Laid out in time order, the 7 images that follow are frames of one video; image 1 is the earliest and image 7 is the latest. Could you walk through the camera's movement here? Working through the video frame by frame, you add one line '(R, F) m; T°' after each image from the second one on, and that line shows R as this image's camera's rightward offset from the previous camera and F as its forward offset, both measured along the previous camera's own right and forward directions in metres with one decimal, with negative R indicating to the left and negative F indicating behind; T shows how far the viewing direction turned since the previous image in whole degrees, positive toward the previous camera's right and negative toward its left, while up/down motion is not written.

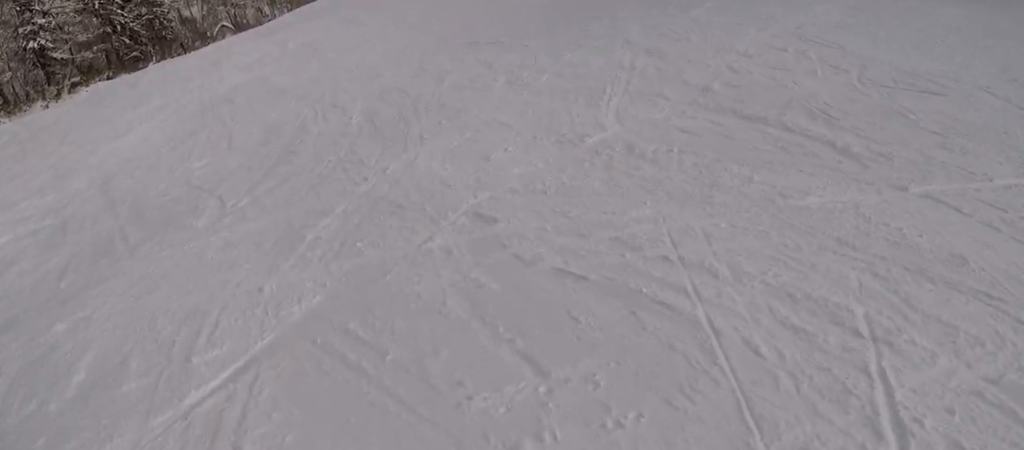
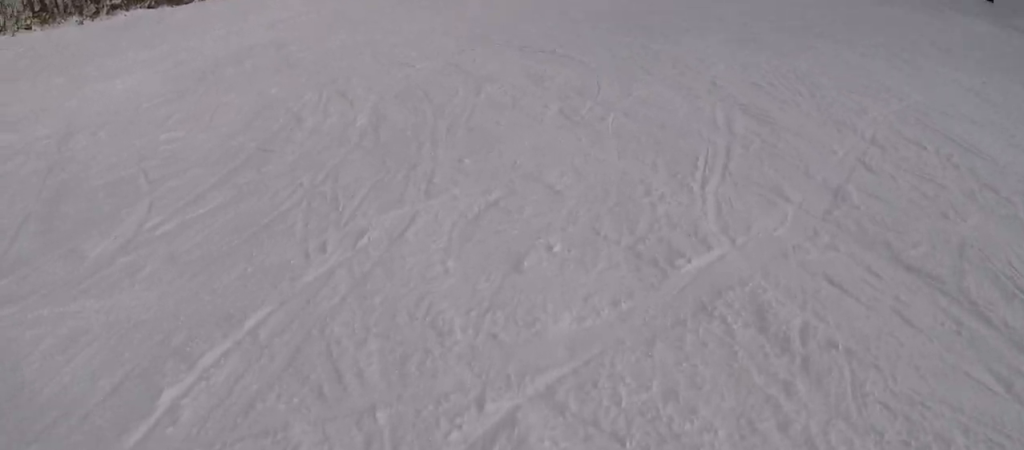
(-0.2, +3.8) m; +1°
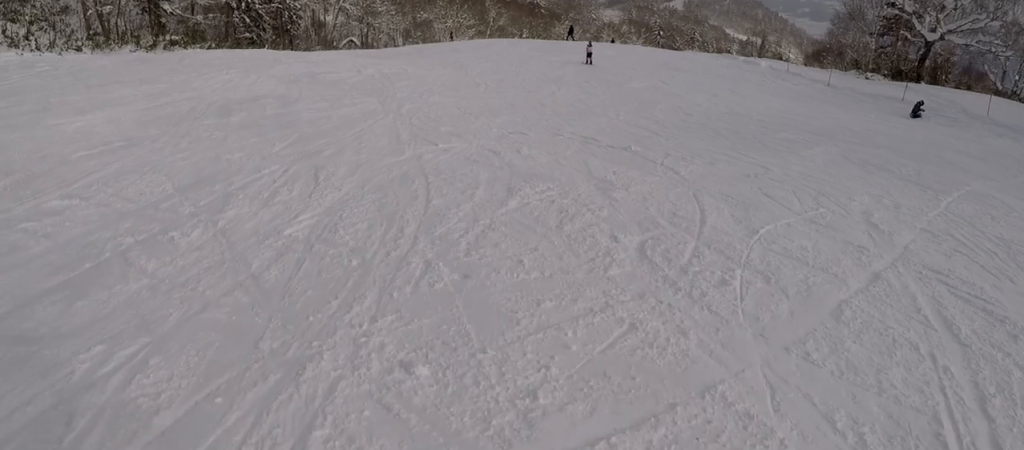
(-0.3, +4.4) m; 0°
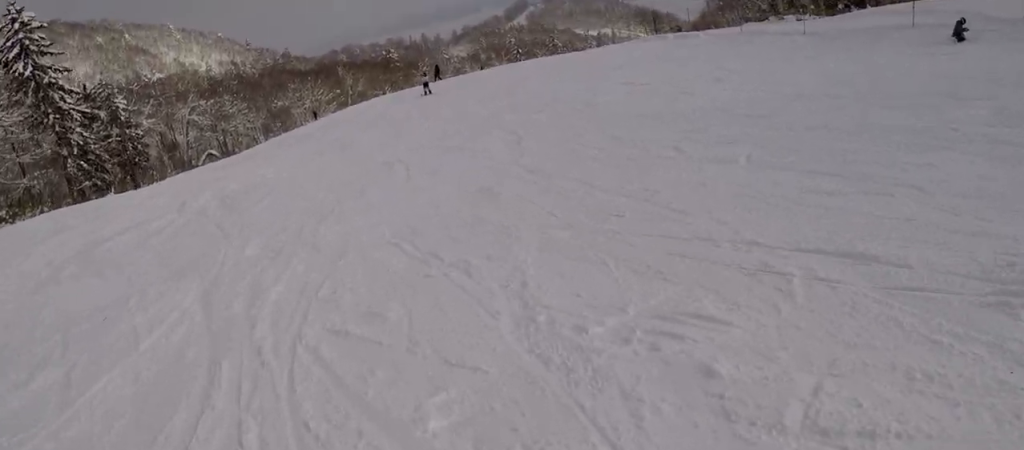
(0.0, +10.3) m; +5°
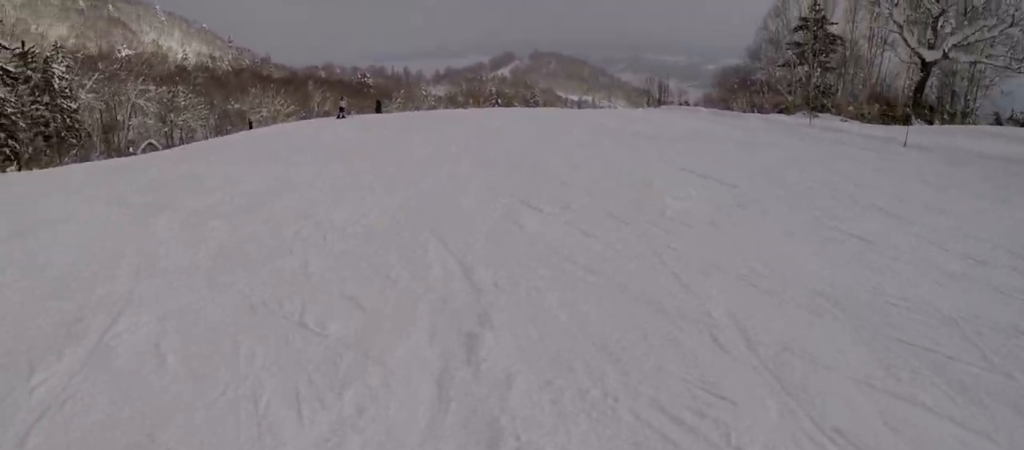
(+1.6, +9.1) m; +10°
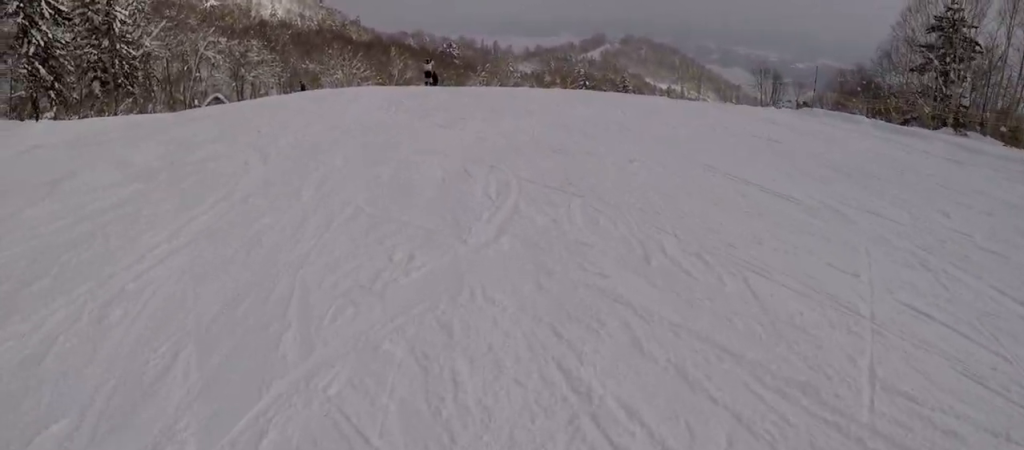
(-0.6, +6.4) m; -14°
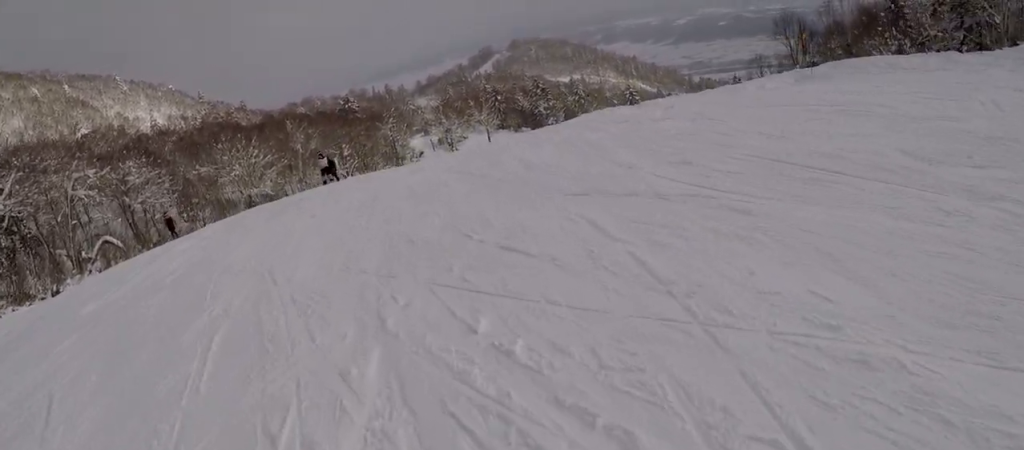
(-1.7, +14.6) m; +2°
